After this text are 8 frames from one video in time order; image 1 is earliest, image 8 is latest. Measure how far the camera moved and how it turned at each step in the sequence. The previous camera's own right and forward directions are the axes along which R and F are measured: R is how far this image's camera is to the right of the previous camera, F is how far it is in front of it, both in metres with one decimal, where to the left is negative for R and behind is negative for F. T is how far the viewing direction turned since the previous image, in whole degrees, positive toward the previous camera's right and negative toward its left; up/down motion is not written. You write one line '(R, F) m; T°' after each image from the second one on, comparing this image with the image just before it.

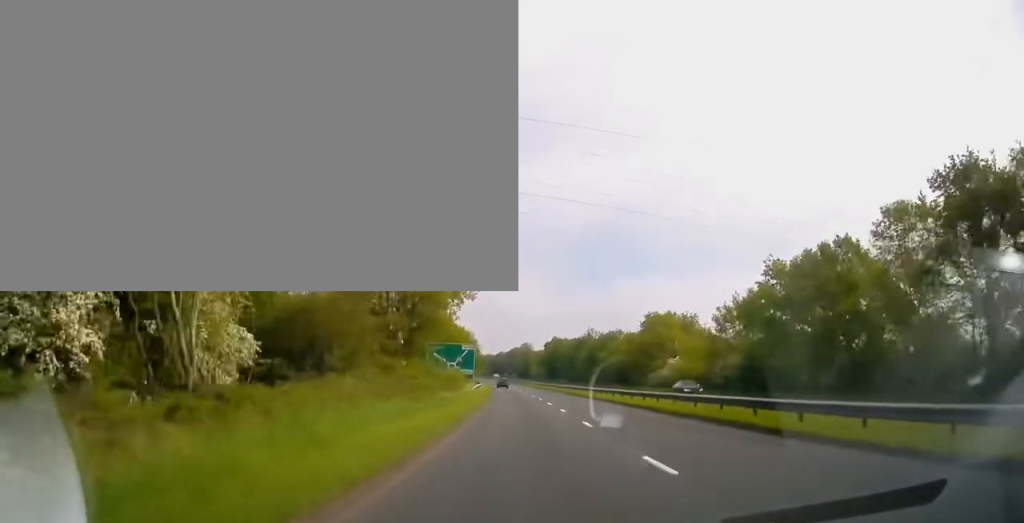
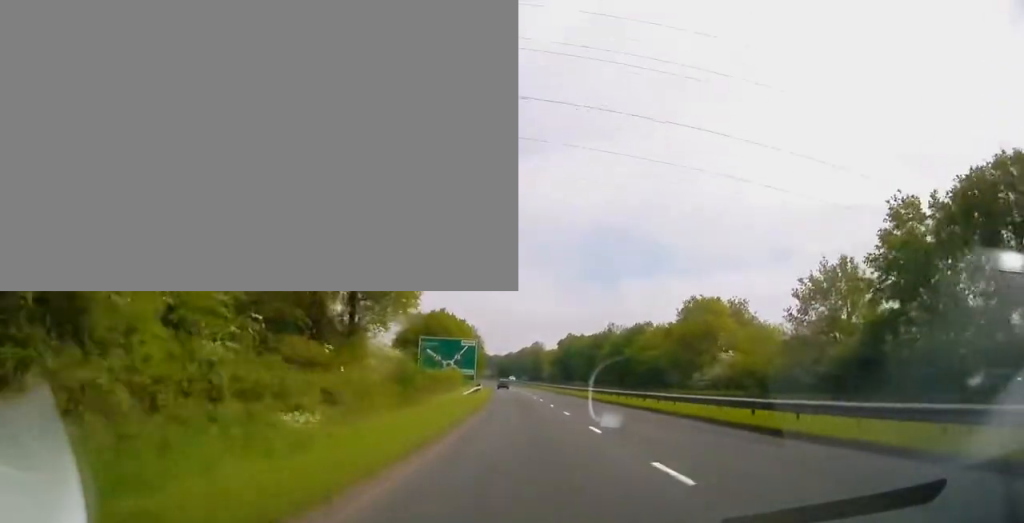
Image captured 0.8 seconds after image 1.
(-0.6, +18.8) m; -1°
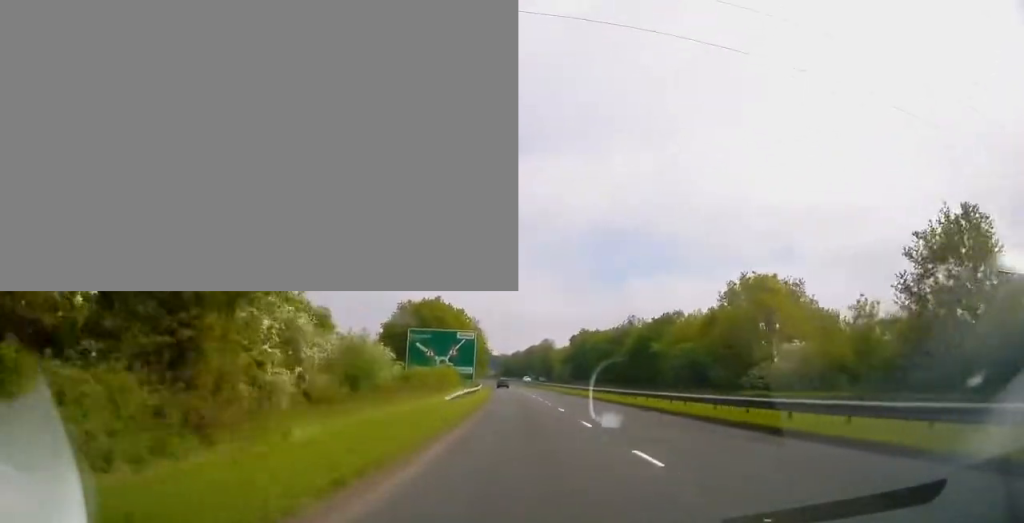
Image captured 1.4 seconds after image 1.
(+0.1, +15.4) m; 0°
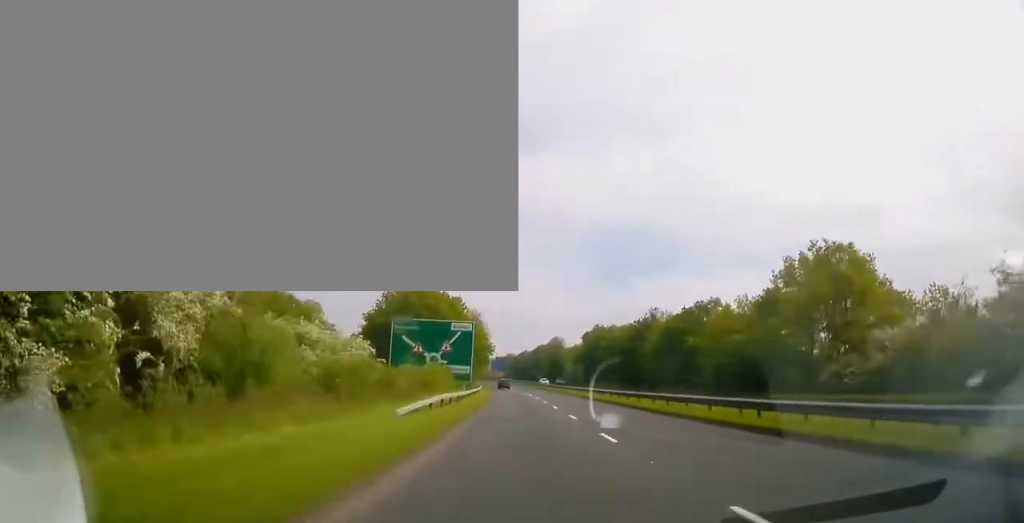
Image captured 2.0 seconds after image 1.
(+0.1, +13.7) m; 0°
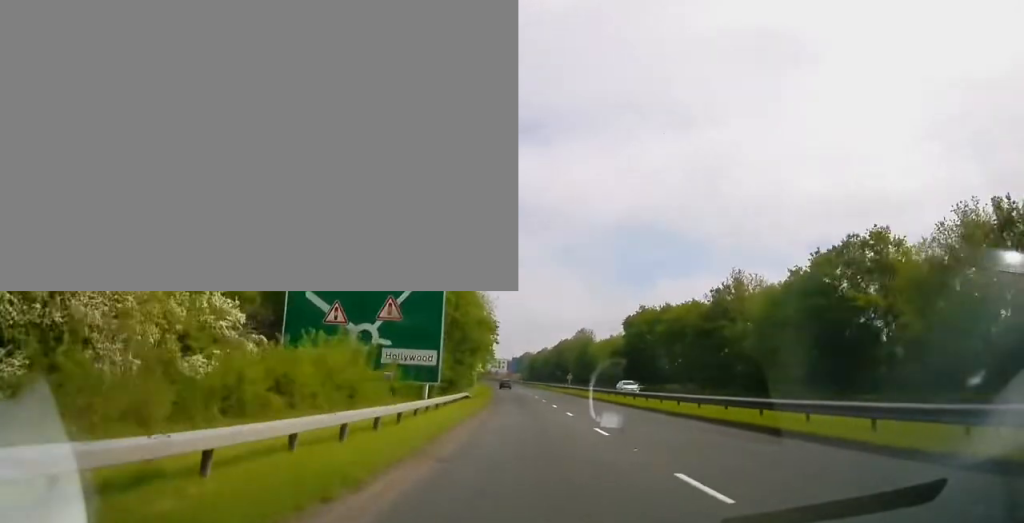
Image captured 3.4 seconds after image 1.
(-1.1, +34.1) m; -4°
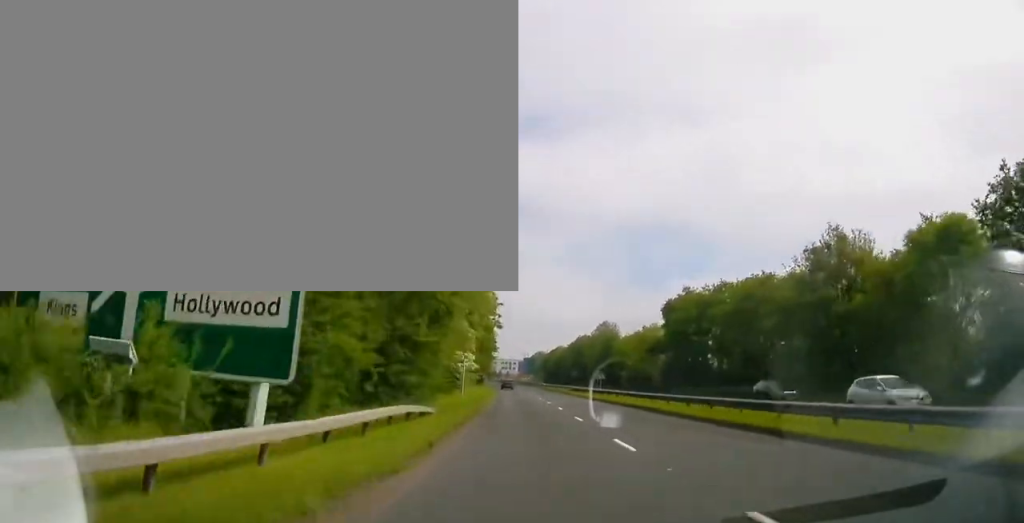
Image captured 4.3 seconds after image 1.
(-0.3, +20.4) m; -1°
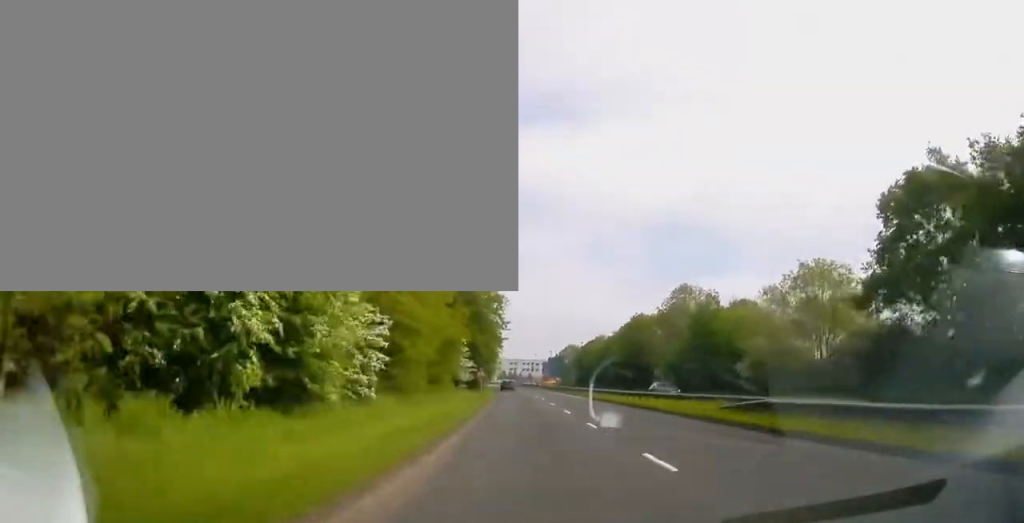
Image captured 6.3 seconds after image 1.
(-0.3, +47.0) m; -1°
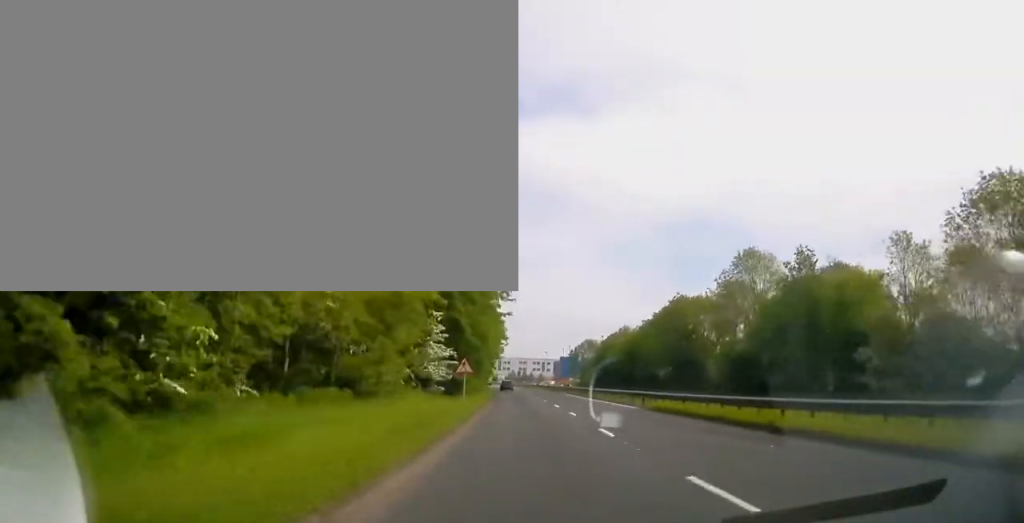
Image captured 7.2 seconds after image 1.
(-0.2, +21.0) m; -1°
